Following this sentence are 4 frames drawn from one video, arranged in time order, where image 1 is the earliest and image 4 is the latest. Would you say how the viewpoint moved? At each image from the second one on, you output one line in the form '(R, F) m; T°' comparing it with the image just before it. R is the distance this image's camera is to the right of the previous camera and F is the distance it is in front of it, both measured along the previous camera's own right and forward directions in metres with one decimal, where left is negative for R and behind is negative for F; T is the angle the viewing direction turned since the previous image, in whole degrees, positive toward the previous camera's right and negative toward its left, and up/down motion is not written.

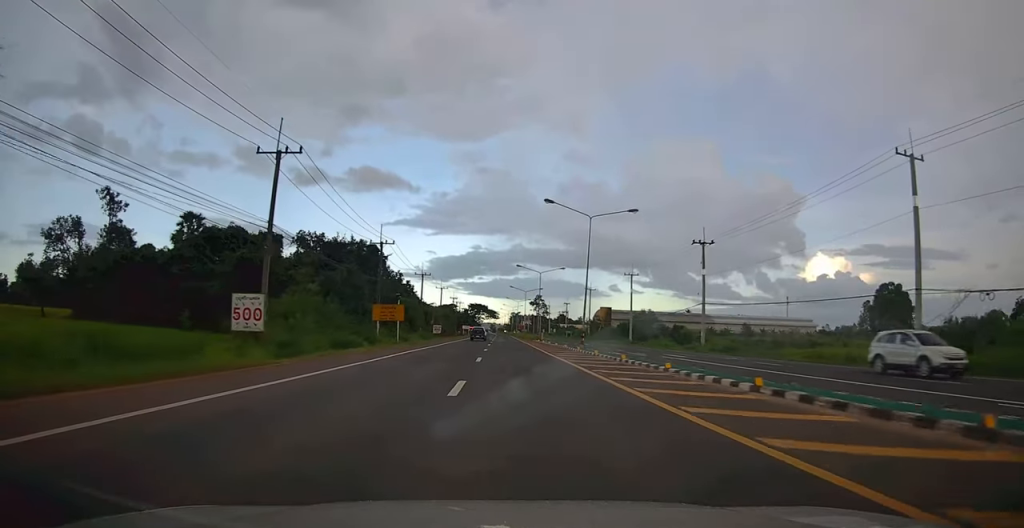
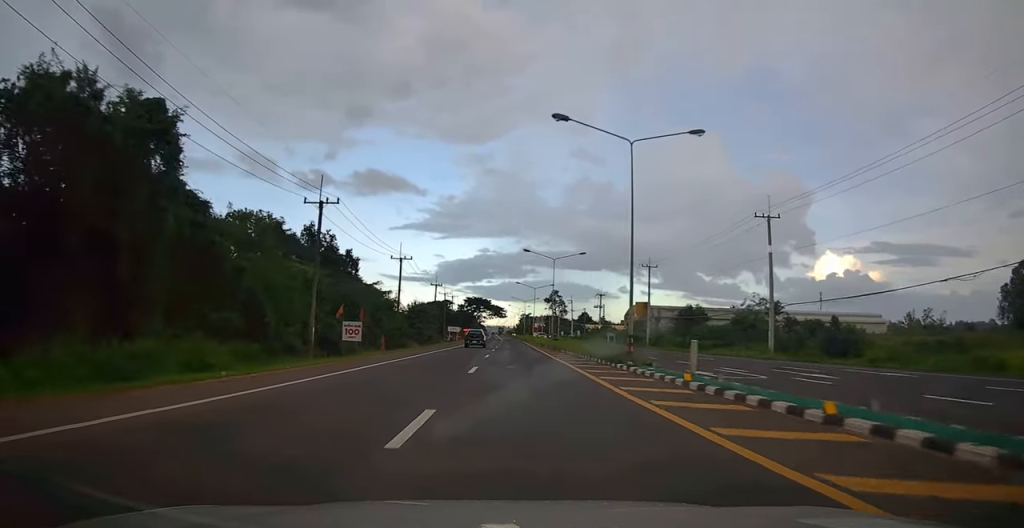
(+0.9, +52.1) m; 0°
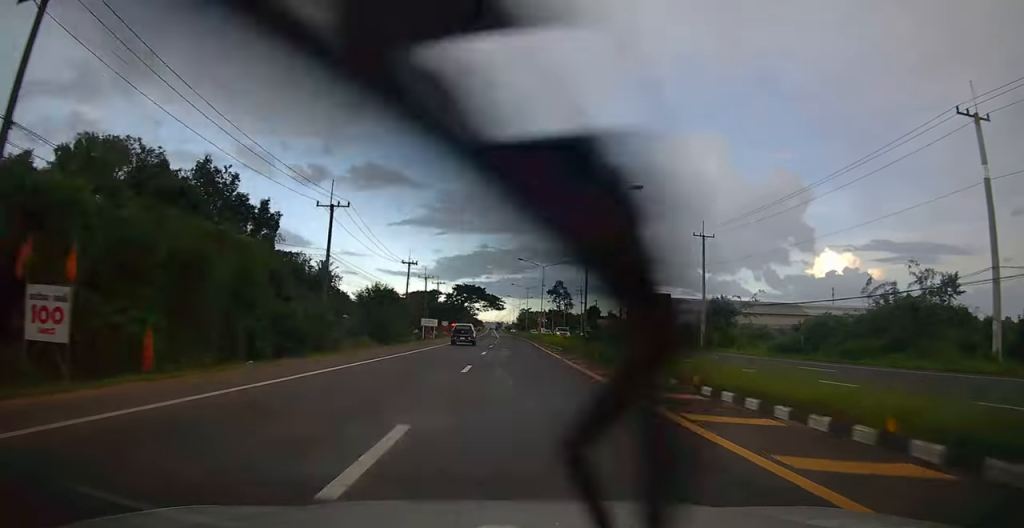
(-0.4, +25.8) m; 0°
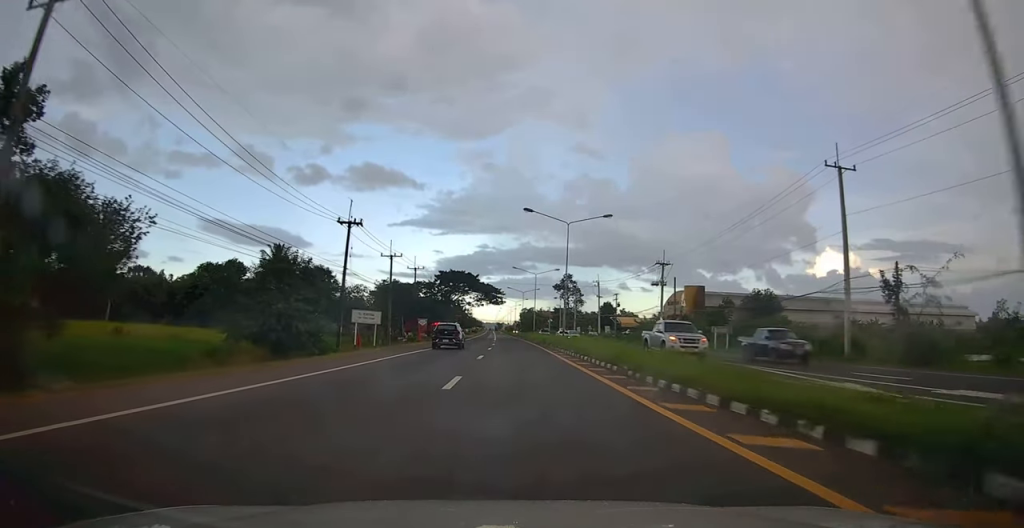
(0.0, +28.2) m; 0°
